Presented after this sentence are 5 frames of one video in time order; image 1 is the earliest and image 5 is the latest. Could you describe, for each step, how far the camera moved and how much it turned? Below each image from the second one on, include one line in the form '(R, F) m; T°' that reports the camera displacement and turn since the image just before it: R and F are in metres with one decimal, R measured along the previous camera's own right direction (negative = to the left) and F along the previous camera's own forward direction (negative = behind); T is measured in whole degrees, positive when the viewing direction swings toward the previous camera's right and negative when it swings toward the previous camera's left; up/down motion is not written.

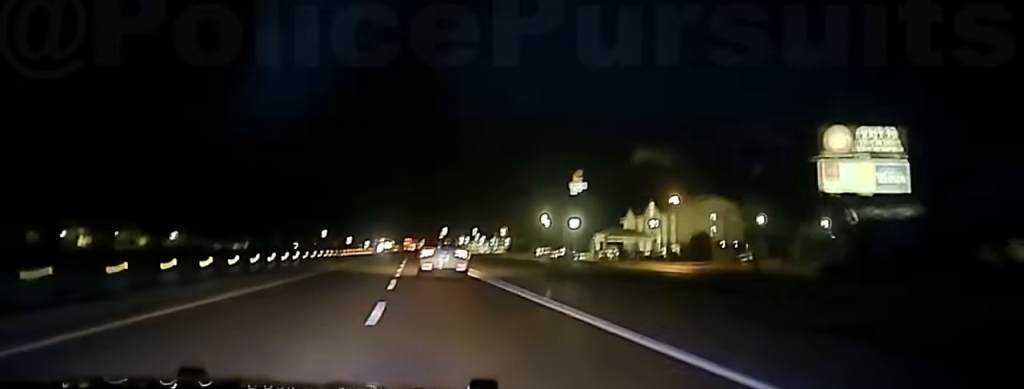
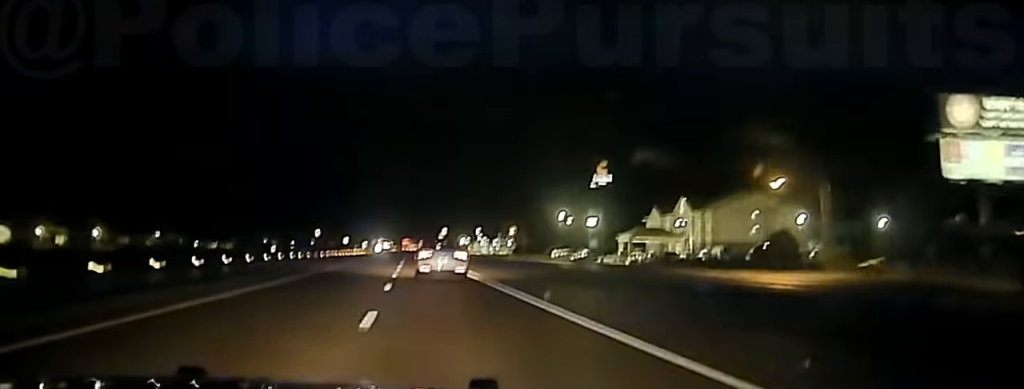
(0.0, +29.3) m; 0°
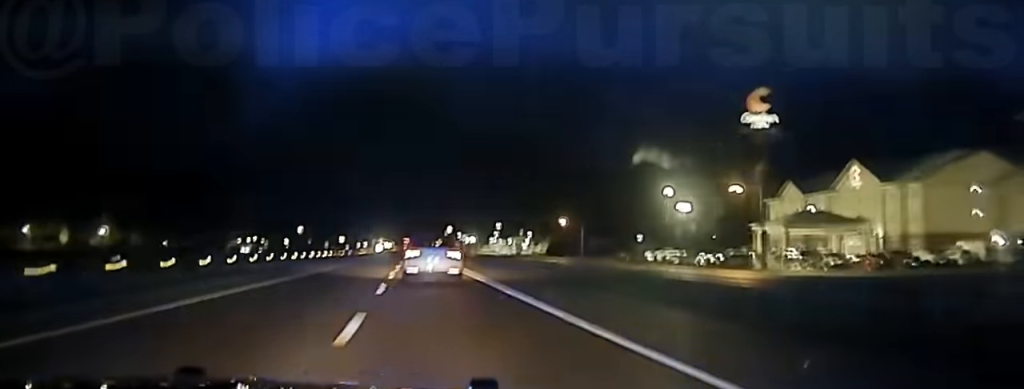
(-0.2, +81.4) m; 0°
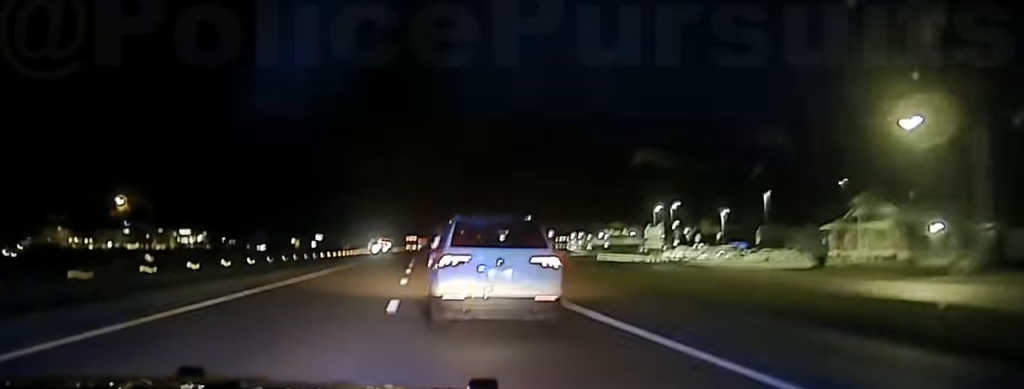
(-0.5, +223.8) m; -1°
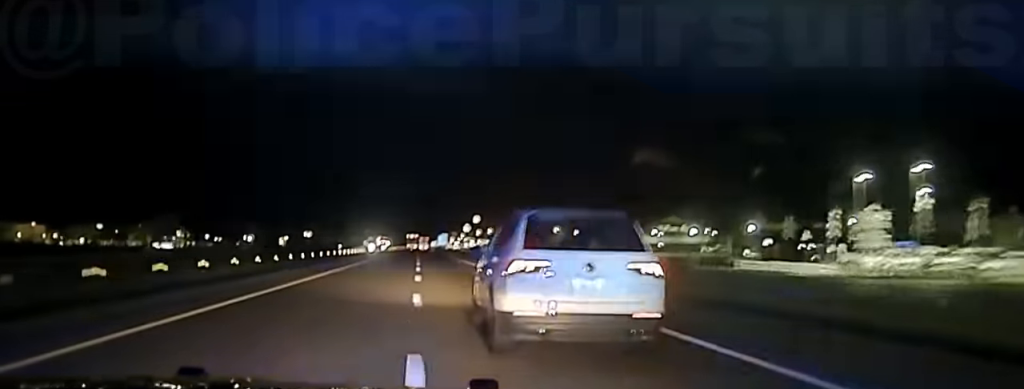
(-0.1, +52.7) m; 0°
